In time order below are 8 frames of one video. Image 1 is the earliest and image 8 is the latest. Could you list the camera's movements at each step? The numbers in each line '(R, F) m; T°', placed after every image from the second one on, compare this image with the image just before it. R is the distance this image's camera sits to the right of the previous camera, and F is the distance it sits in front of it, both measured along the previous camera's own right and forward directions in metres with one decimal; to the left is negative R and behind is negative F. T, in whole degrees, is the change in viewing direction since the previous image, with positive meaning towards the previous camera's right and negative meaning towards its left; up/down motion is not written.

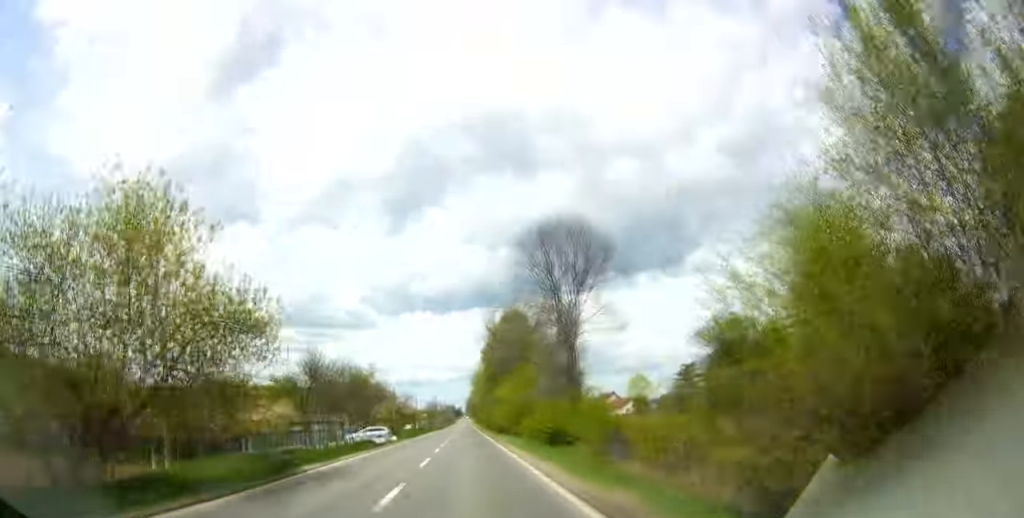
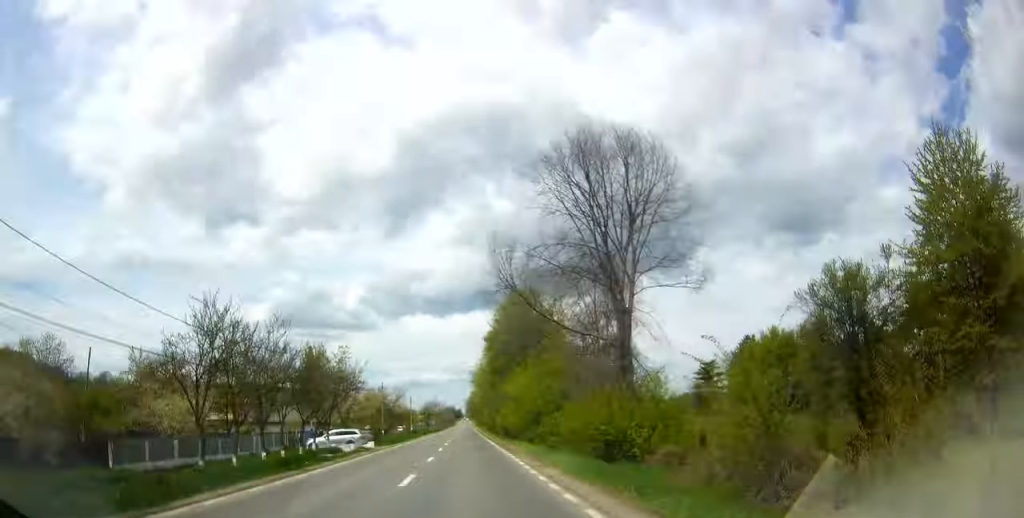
(-0.1, +13.6) m; 0°
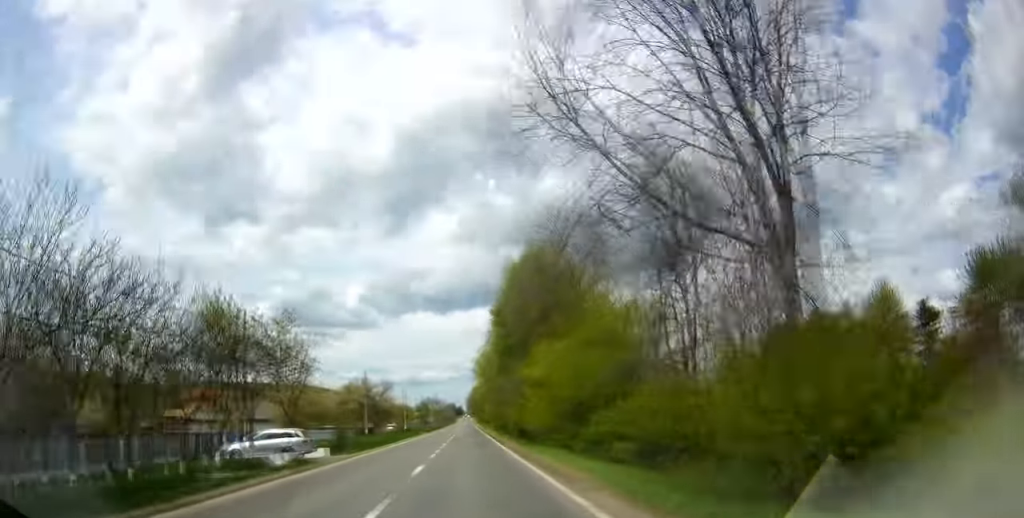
(-0.1, +14.4) m; 0°
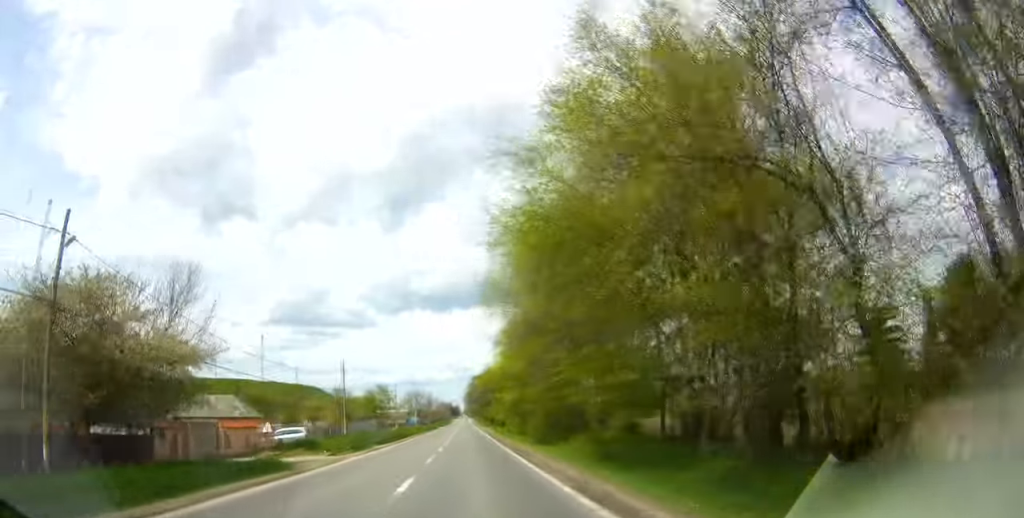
(+0.1, +51.2) m; 0°
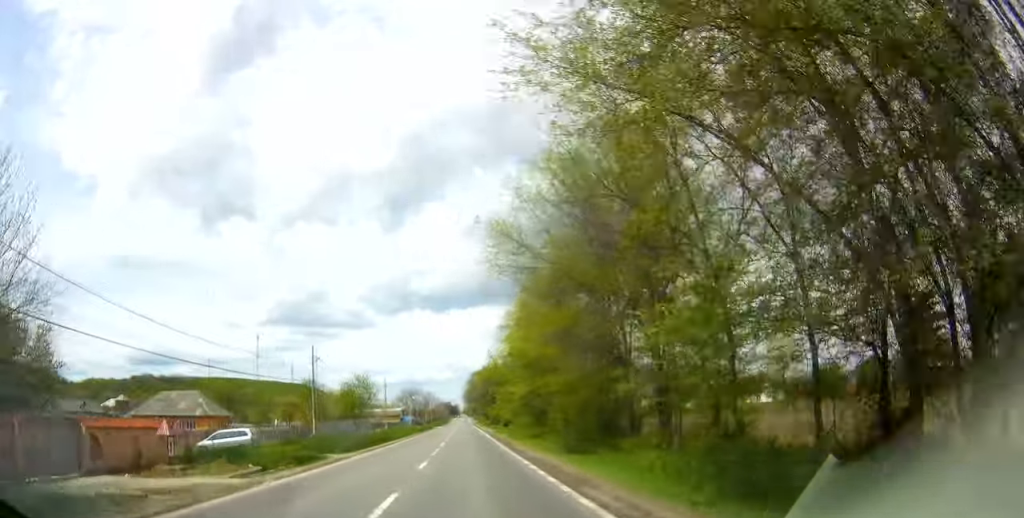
(+0.3, +11.7) m; -3°
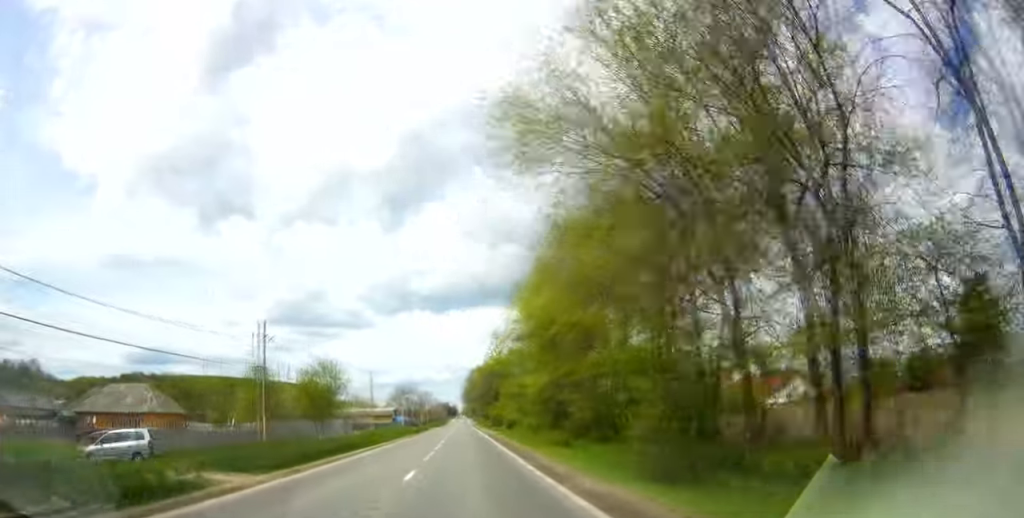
(+0.3, +12.8) m; -2°
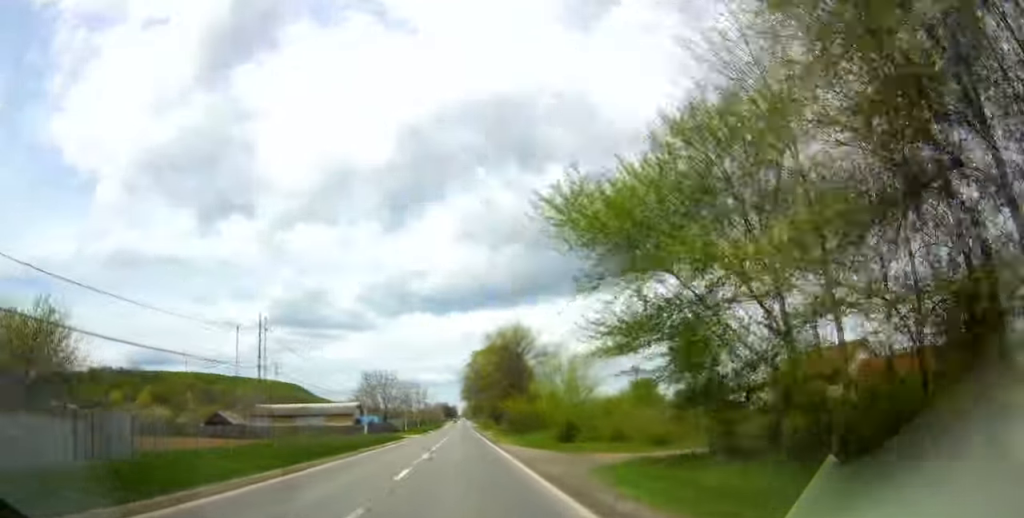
(+3.2, +45.8) m; +10°
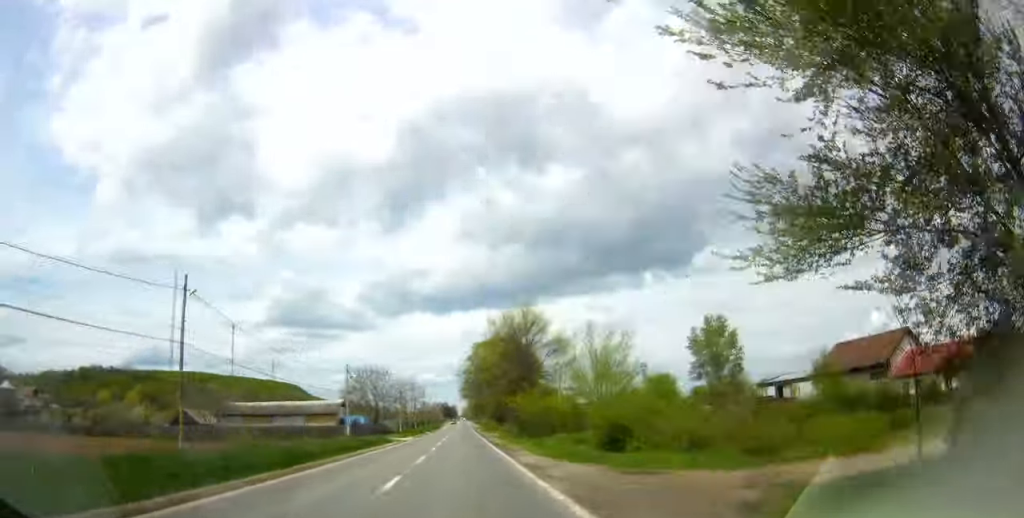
(+0.3, +12.4) m; 0°
